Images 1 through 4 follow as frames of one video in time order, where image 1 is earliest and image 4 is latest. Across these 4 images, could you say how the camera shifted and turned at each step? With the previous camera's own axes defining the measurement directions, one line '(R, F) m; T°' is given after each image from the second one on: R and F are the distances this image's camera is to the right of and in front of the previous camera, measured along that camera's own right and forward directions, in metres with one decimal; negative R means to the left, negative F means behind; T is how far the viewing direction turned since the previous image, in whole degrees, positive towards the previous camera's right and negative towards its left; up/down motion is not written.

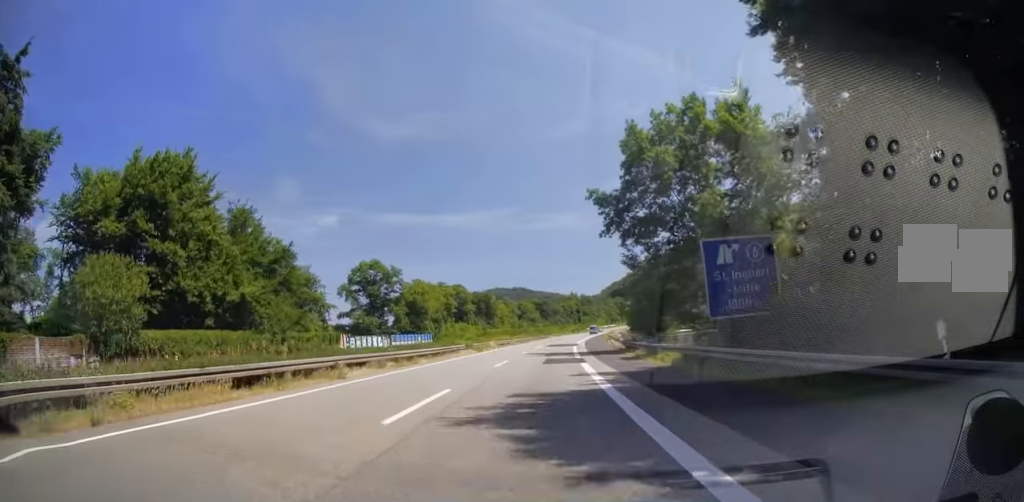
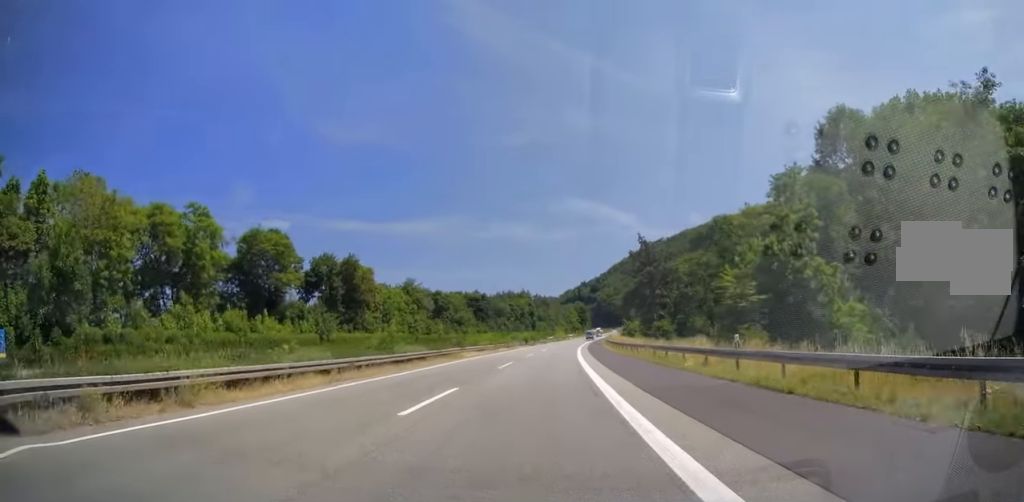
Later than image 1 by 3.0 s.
(+4.4, +88.2) m; +6°
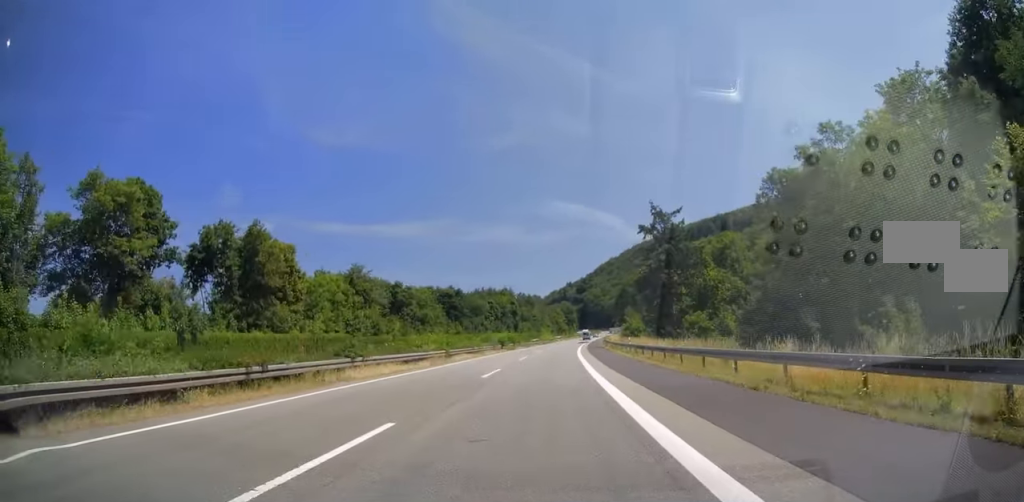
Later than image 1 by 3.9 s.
(+0.3, +24.9) m; +1°
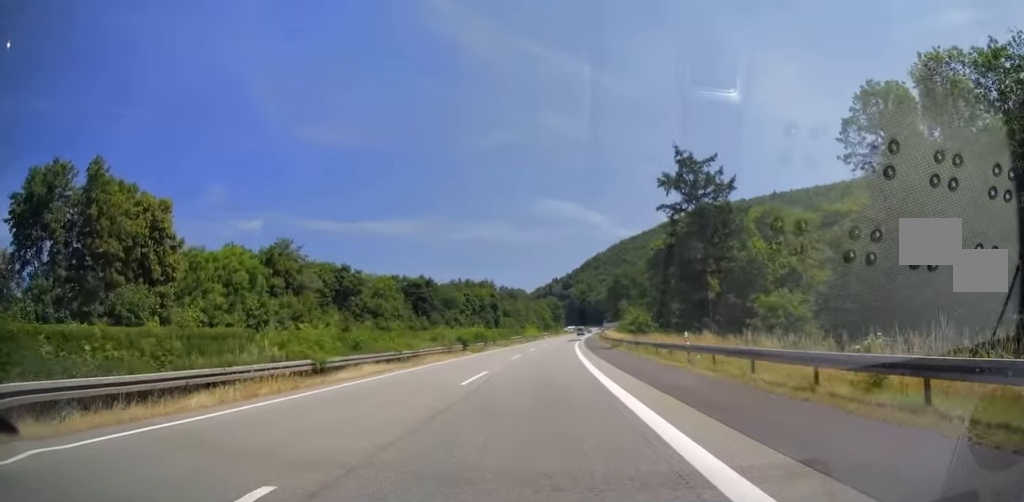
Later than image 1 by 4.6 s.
(+0.2, +22.5) m; +1°
